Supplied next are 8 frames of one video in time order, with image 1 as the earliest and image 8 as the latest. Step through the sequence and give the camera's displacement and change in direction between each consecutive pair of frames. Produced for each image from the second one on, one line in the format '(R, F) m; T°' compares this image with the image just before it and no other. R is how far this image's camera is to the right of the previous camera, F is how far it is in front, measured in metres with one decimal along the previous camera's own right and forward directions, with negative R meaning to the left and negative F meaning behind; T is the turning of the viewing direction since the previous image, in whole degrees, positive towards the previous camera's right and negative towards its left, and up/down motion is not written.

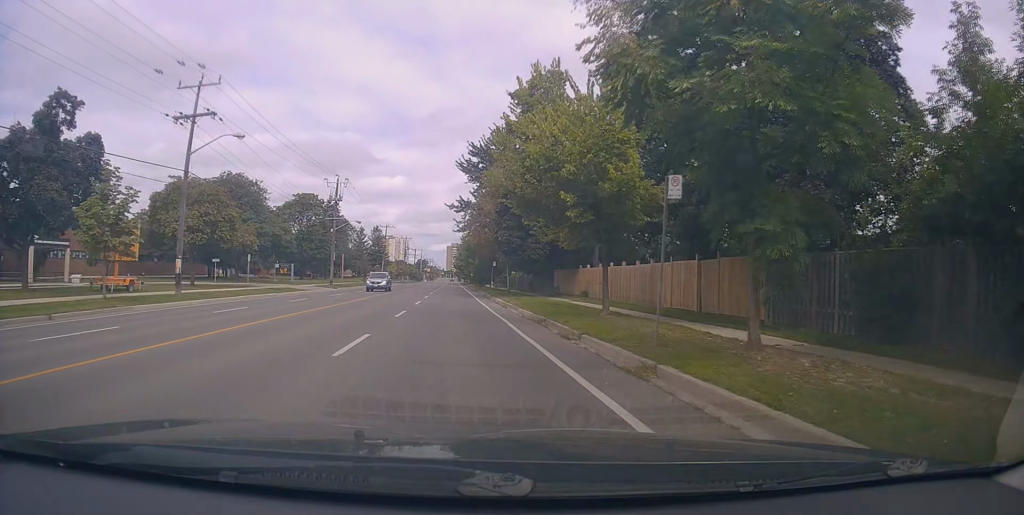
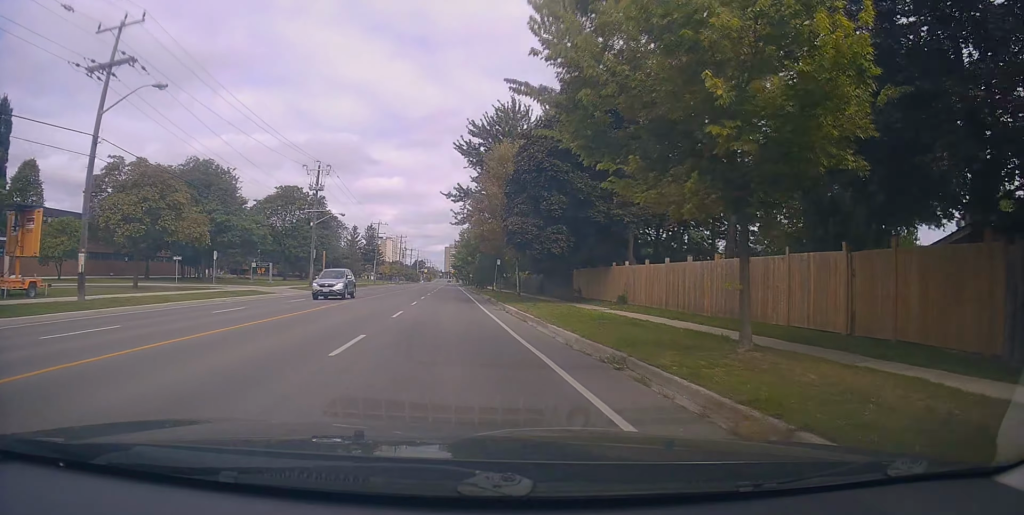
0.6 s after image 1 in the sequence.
(+0.1, +8.7) m; 0°
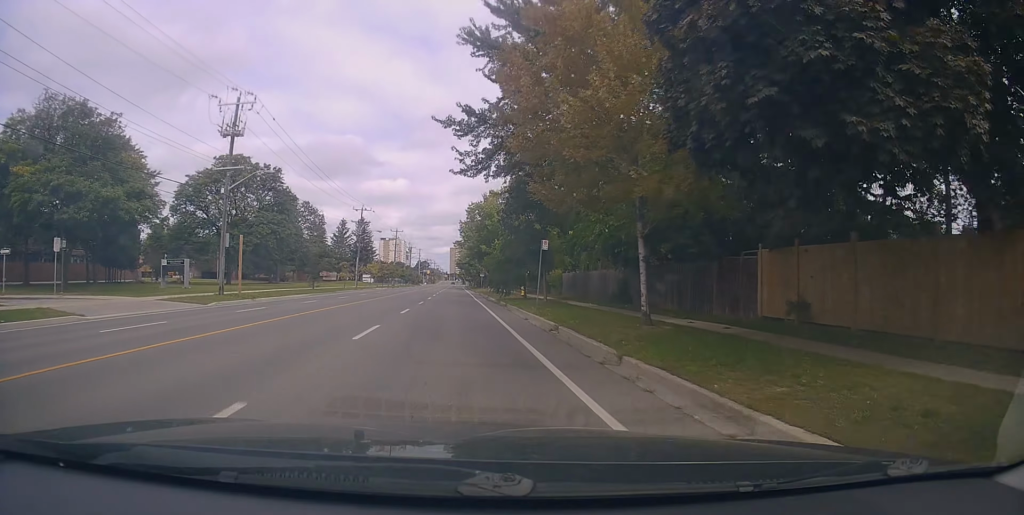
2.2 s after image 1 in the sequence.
(-0.3, +24.7) m; -2°
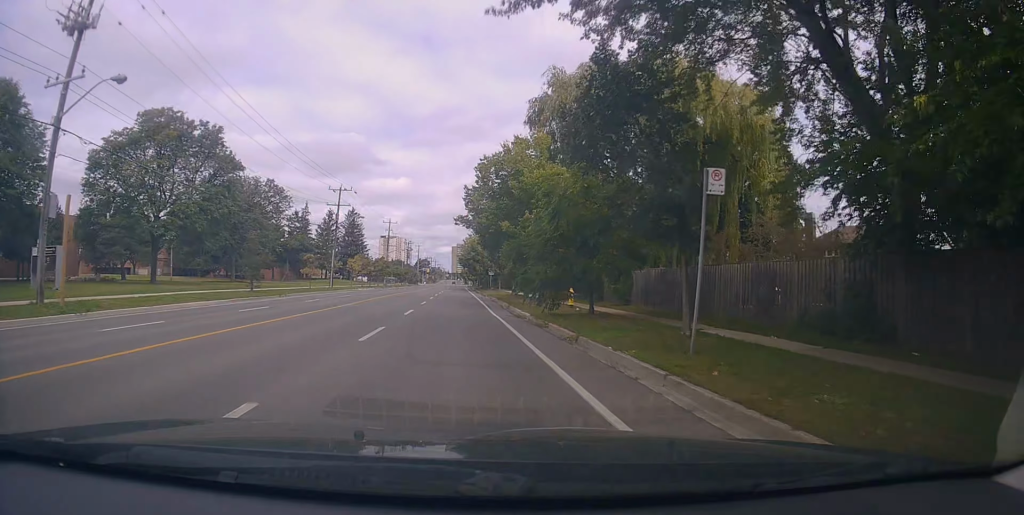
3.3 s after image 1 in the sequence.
(-0.2, +17.9) m; -1°
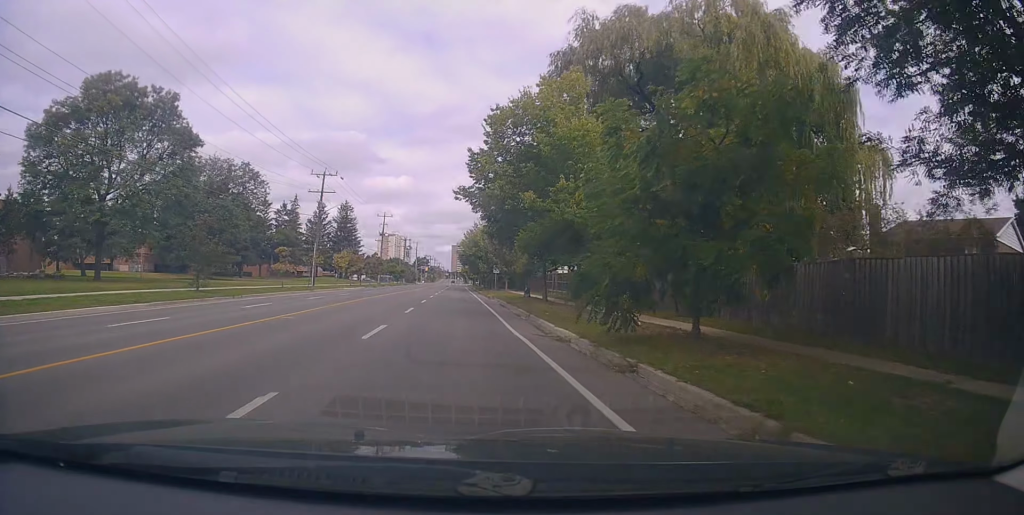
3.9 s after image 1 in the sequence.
(0.0, +8.7) m; +1°
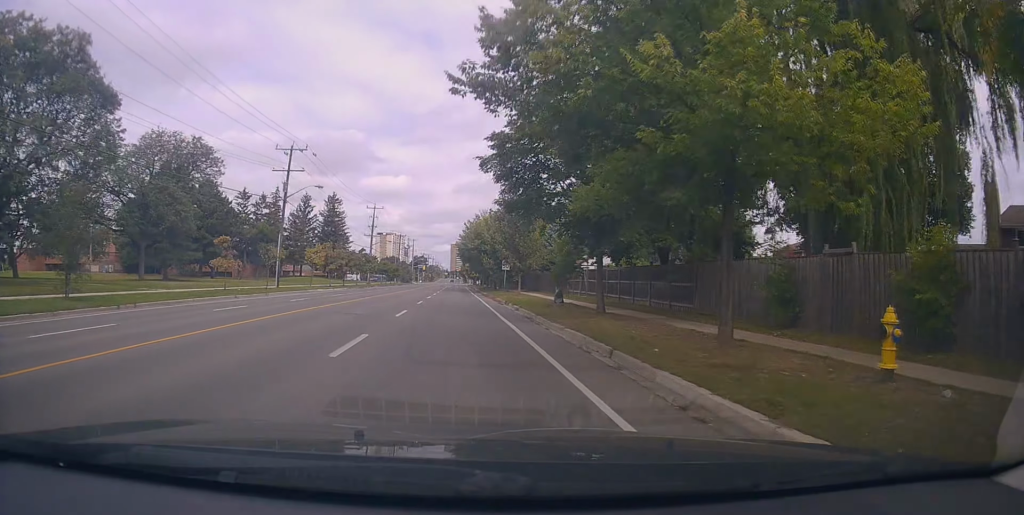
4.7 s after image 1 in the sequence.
(+0.1, +11.8) m; 0°
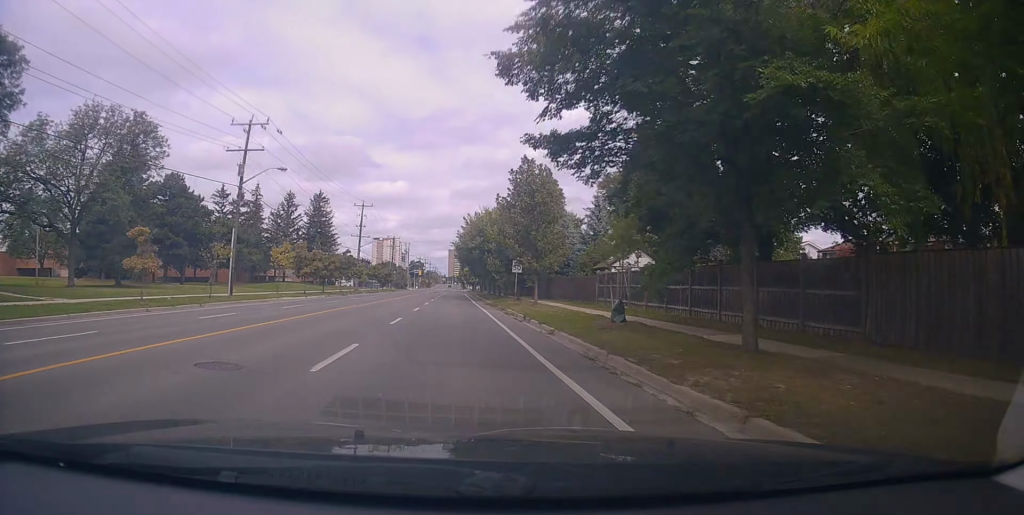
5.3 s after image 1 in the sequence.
(+0.2, +9.8) m; 0°
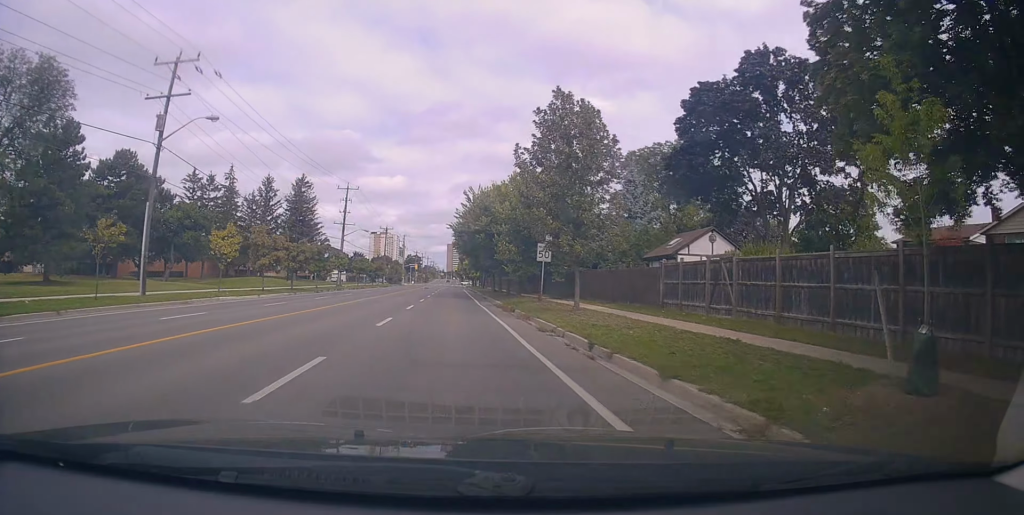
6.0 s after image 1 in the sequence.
(-0.3, +11.4) m; -1°
